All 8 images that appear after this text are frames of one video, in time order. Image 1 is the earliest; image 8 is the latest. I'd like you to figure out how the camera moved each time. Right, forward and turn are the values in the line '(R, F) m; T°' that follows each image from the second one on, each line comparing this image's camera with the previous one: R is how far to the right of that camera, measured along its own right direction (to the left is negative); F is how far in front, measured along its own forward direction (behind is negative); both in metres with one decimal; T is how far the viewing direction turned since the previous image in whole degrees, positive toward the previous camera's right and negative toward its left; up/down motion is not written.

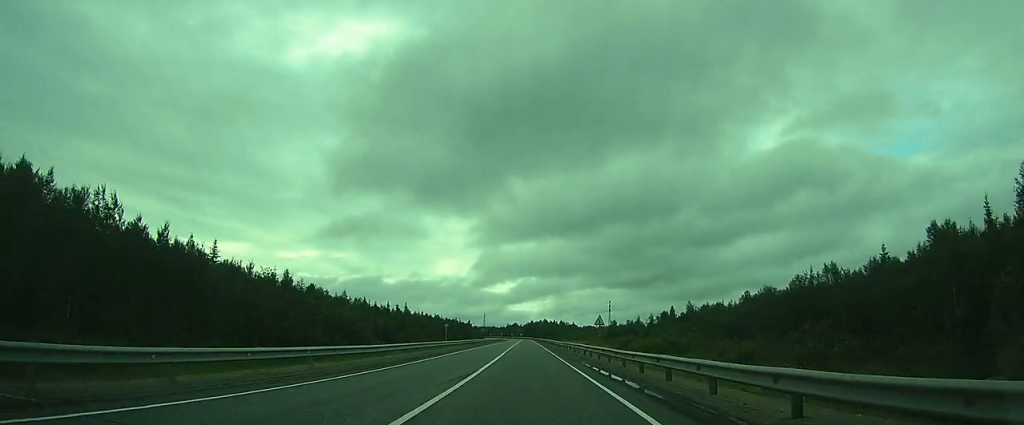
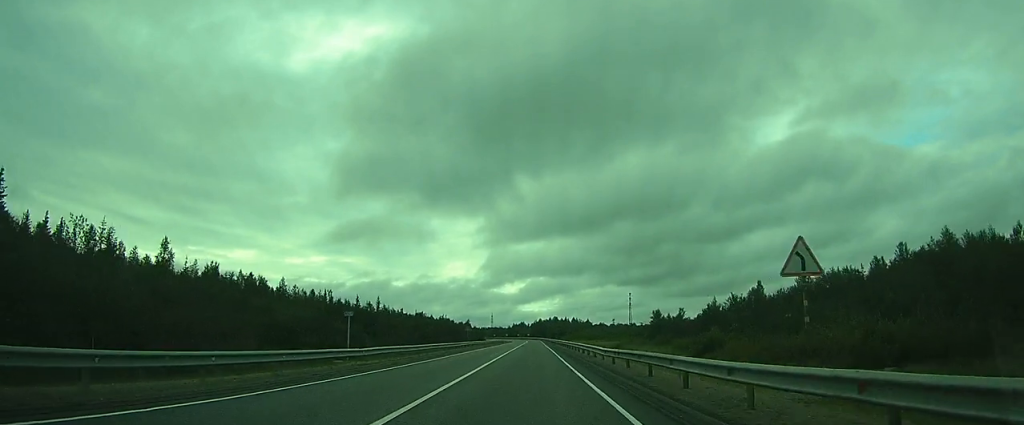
(-1.1, +39.4) m; -3°
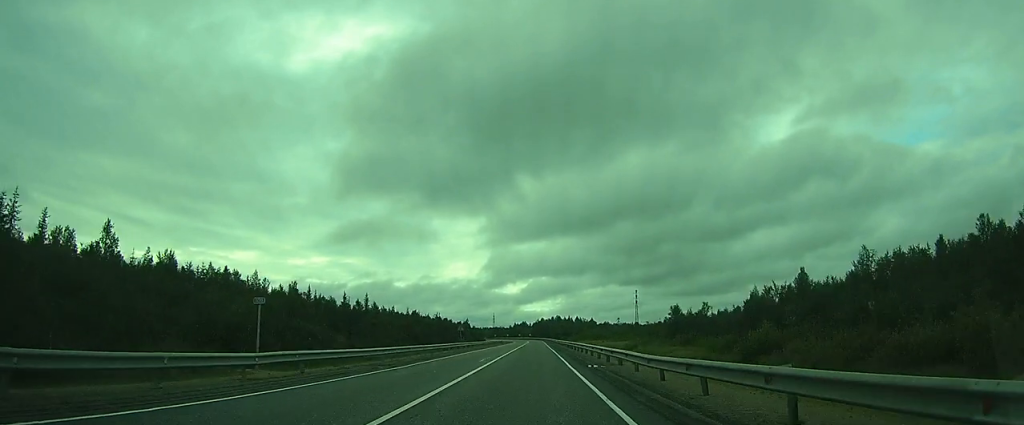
(+0.1, +12.1) m; -1°
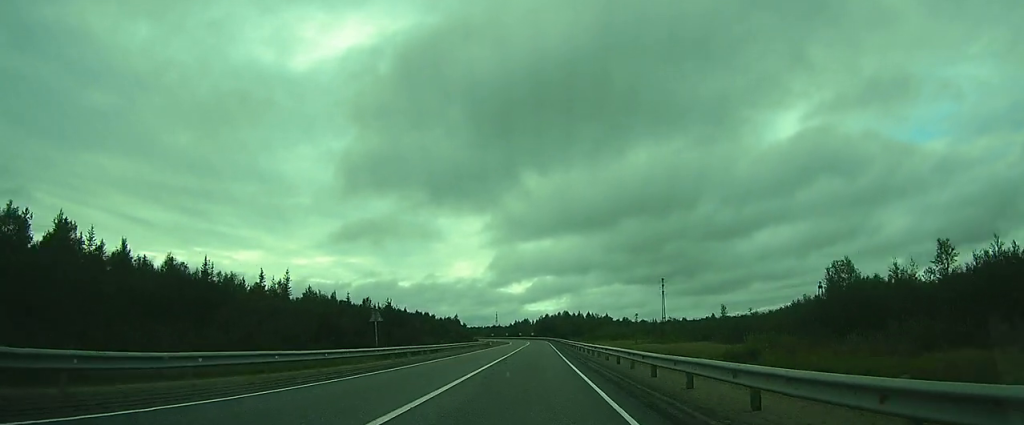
(-1.9, +45.6) m; -4°
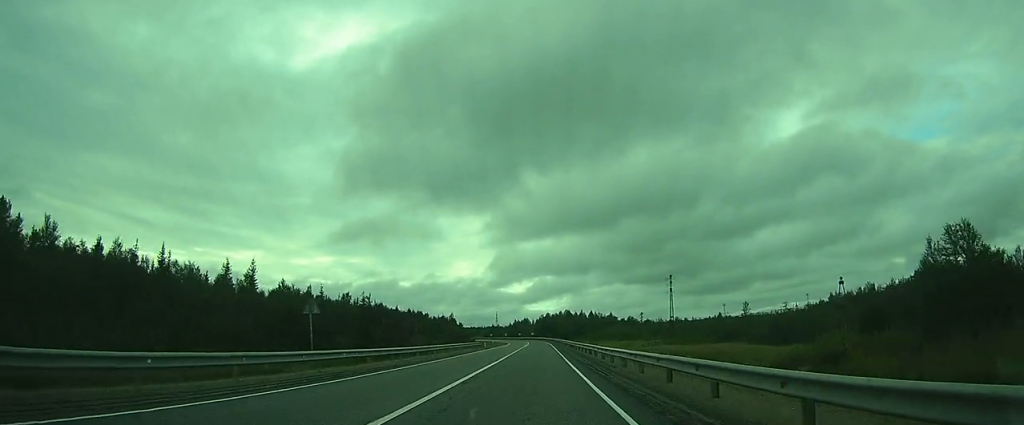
(0.0, +11.1) m; 0°
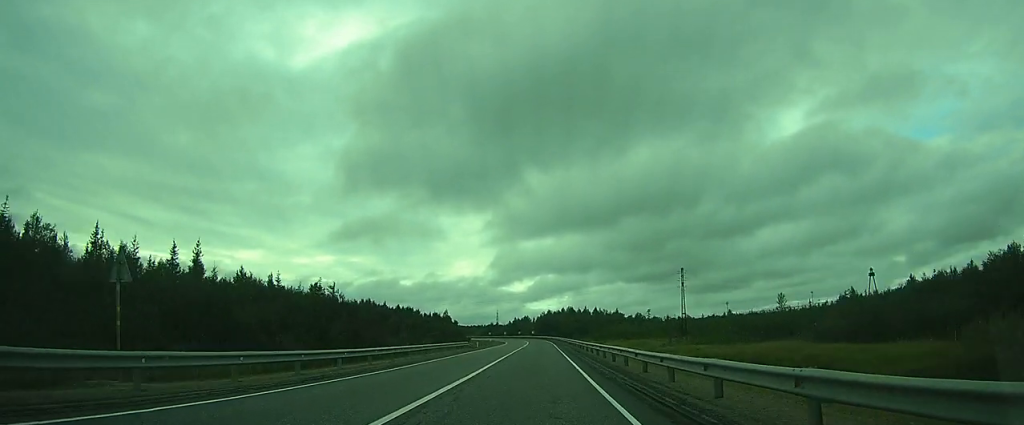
(0.0, +13.2) m; 0°
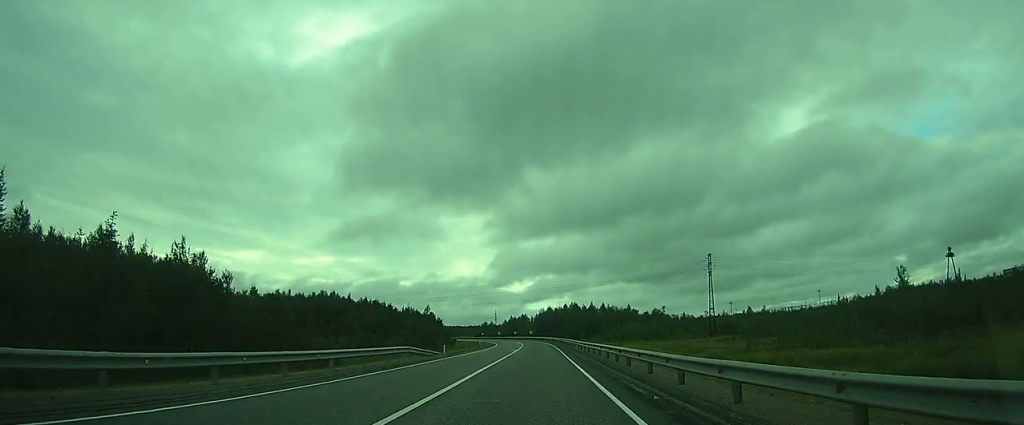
(-0.1, +26.6) m; 0°
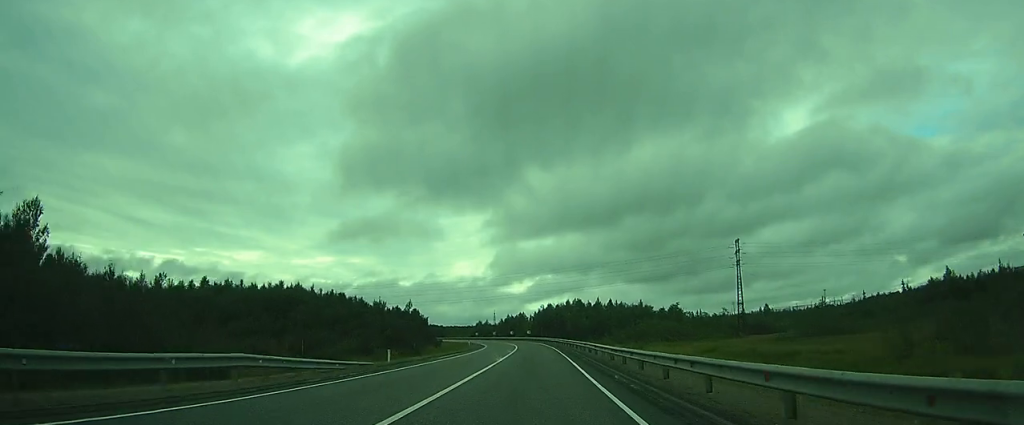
(0.0, +18.8) m; 0°
